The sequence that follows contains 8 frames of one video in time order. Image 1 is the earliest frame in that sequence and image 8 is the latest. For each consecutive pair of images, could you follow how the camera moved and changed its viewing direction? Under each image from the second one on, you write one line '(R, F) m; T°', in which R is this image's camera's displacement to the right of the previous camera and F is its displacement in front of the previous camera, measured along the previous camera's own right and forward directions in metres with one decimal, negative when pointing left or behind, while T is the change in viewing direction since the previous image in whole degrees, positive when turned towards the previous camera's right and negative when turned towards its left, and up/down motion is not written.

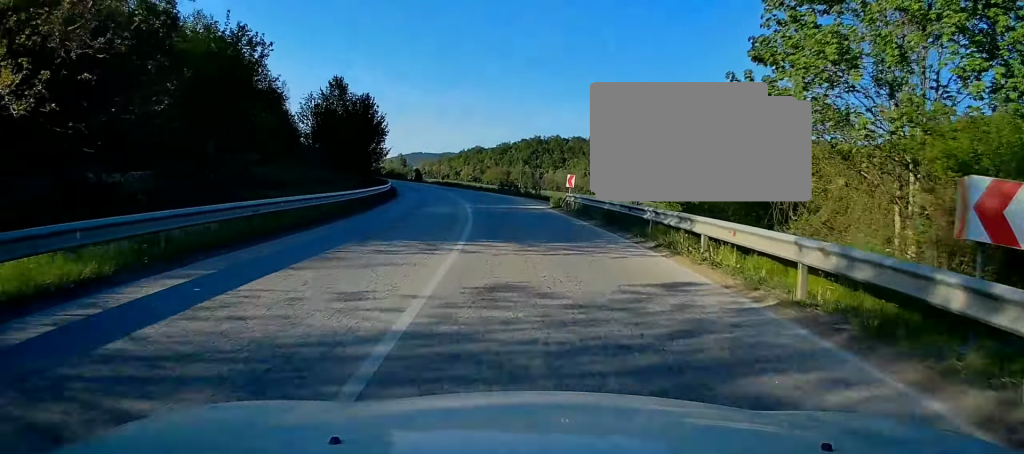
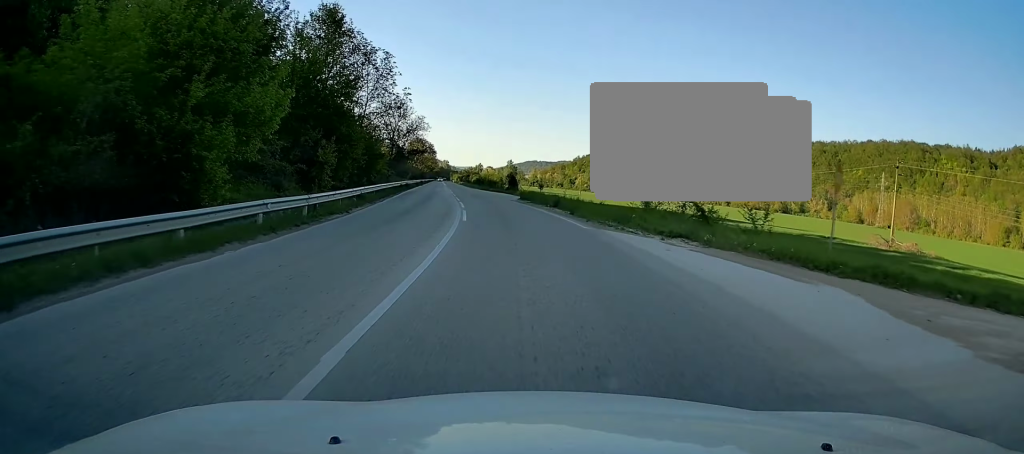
(-2.9, +42.4) m; -9°
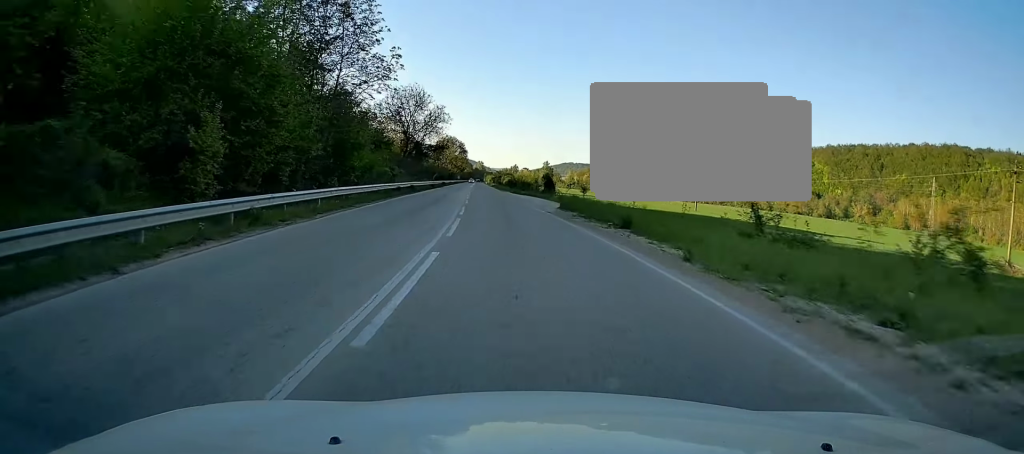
(-0.3, +14.9) m; -3°
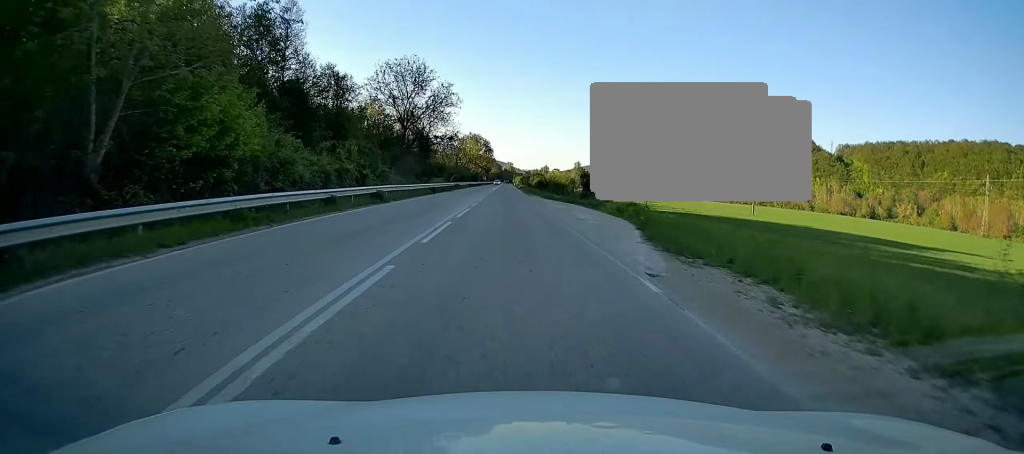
(-1.0, +19.7) m; -4°
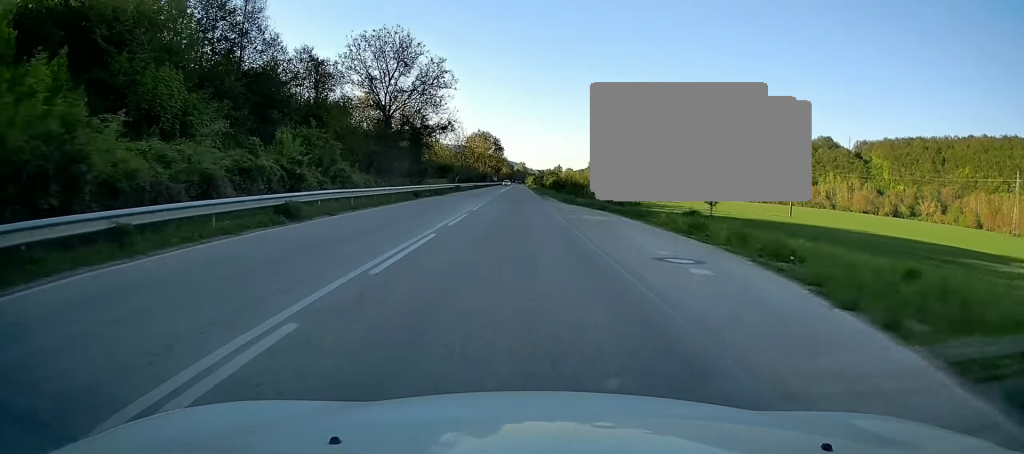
(-0.3, +13.2) m; -2°
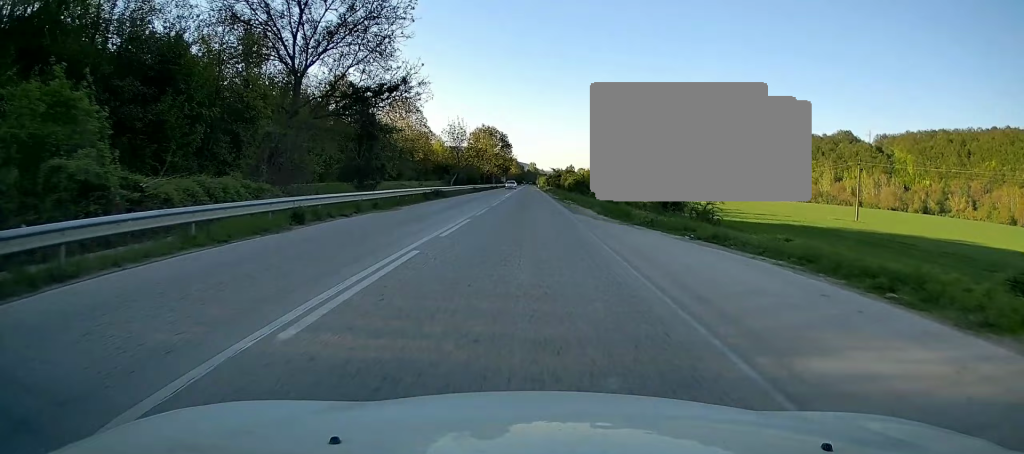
(-0.3, +21.7) m; -2°
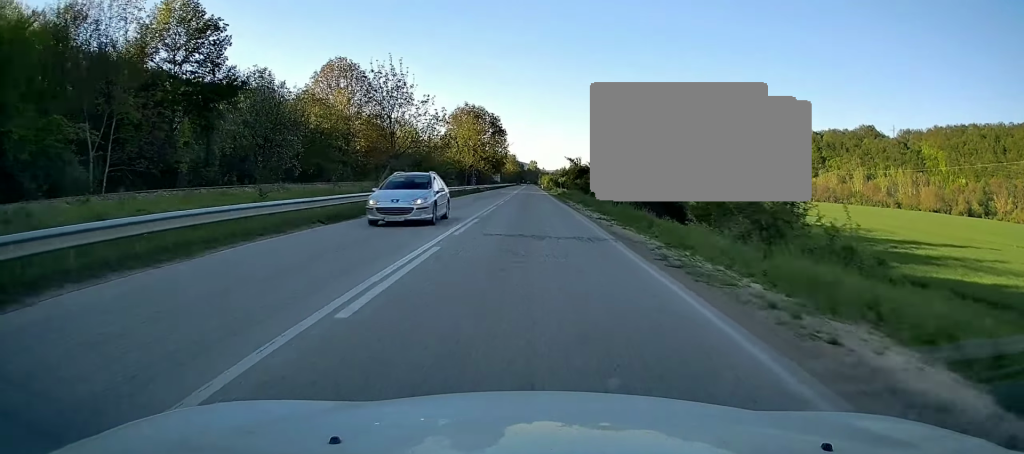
(-0.9, +44.8) m; -1°
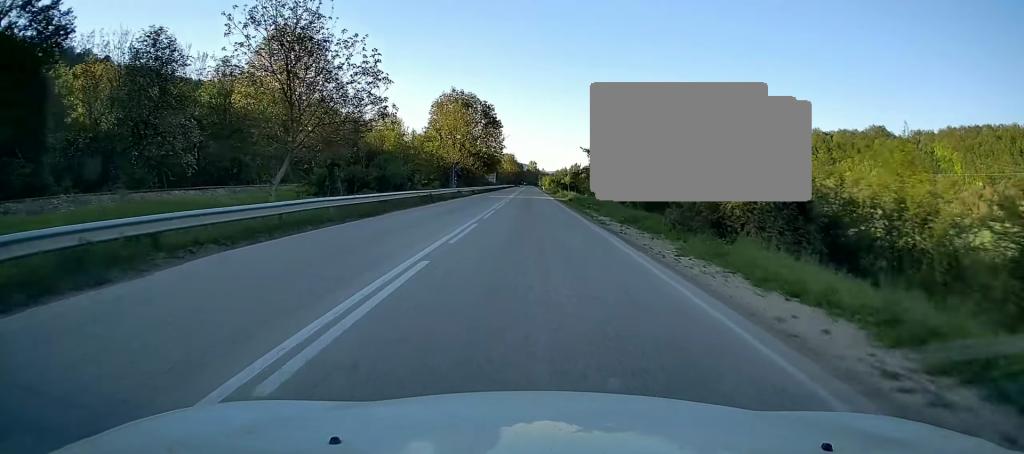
(+0.1, +20.1) m; +1°
